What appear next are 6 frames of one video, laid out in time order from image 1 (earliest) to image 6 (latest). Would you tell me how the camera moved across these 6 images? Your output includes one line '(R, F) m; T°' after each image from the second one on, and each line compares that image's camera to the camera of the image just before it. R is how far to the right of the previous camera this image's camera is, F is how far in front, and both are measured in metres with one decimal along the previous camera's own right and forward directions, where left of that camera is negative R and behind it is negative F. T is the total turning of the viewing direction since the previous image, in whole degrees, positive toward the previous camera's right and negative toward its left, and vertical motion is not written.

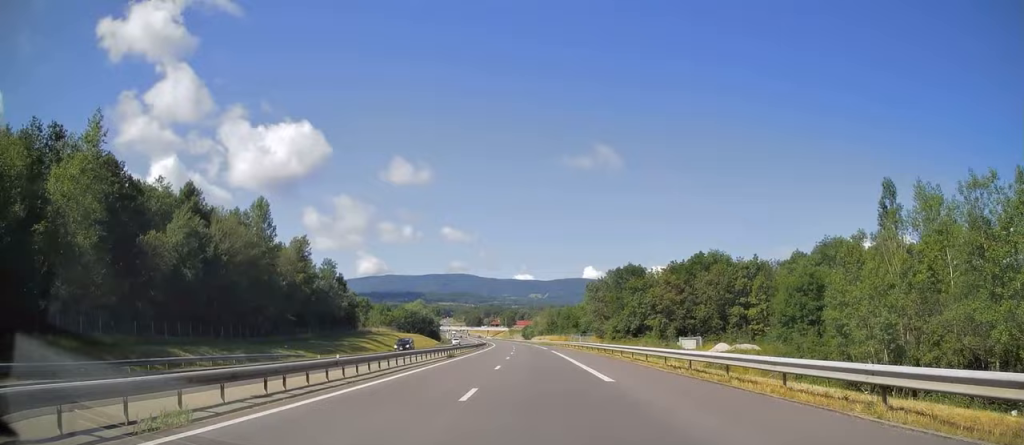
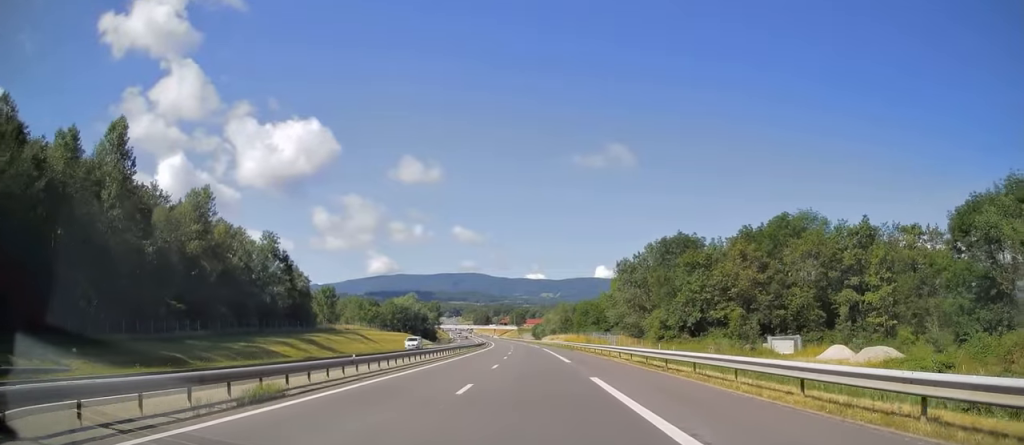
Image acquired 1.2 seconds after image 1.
(-0.7, +37.3) m; -2°
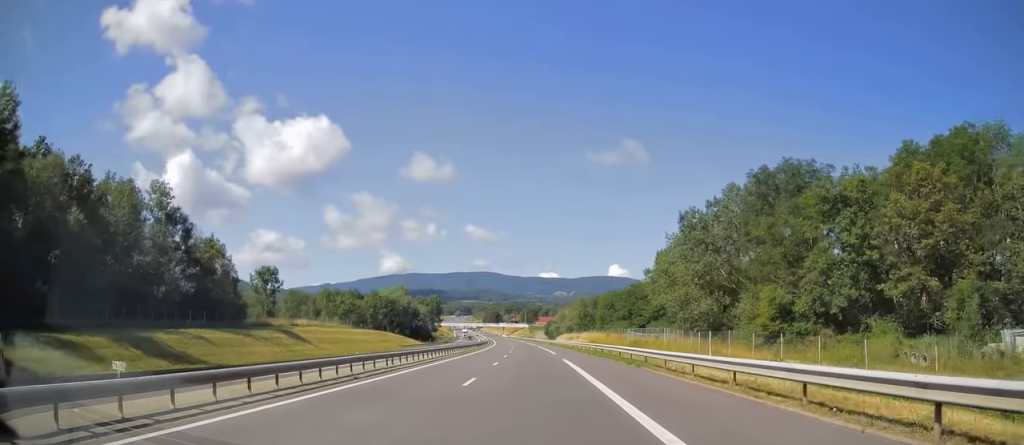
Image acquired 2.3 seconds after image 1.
(-0.2, +36.7) m; -1°
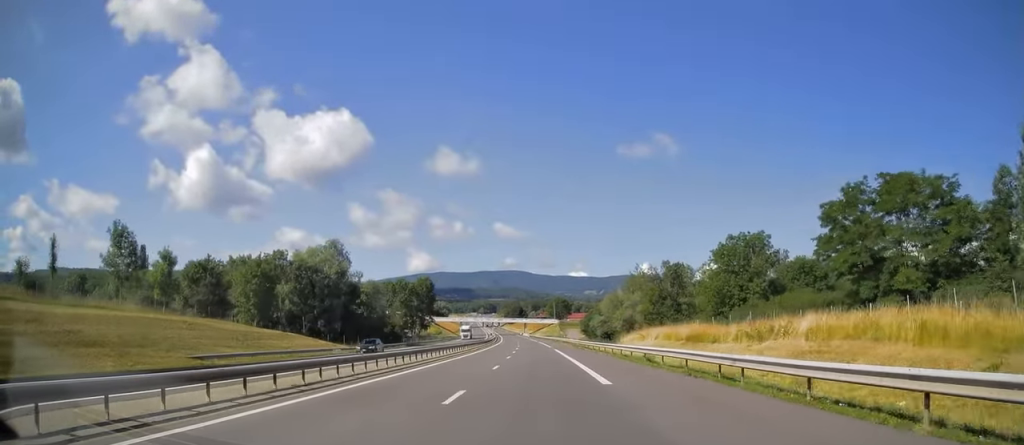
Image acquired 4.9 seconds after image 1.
(-2.5, +83.2) m; -3°
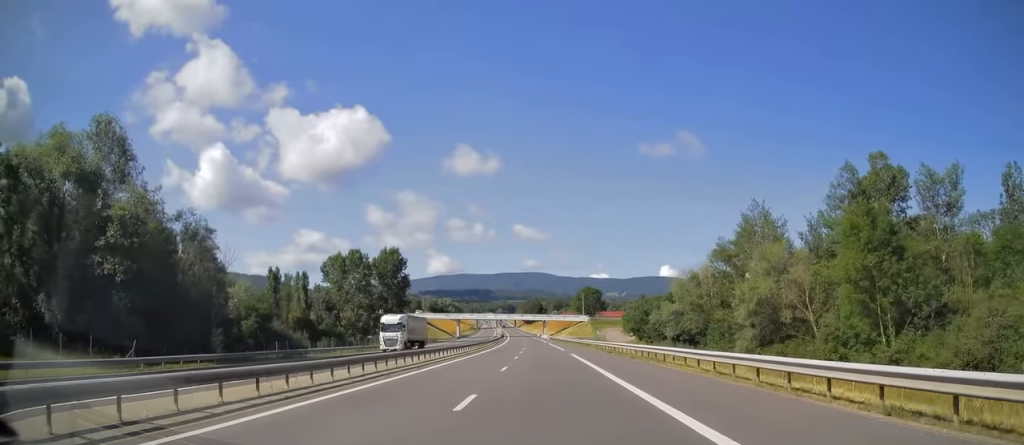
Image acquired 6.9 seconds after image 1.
(-0.9, +66.4) m; -2°
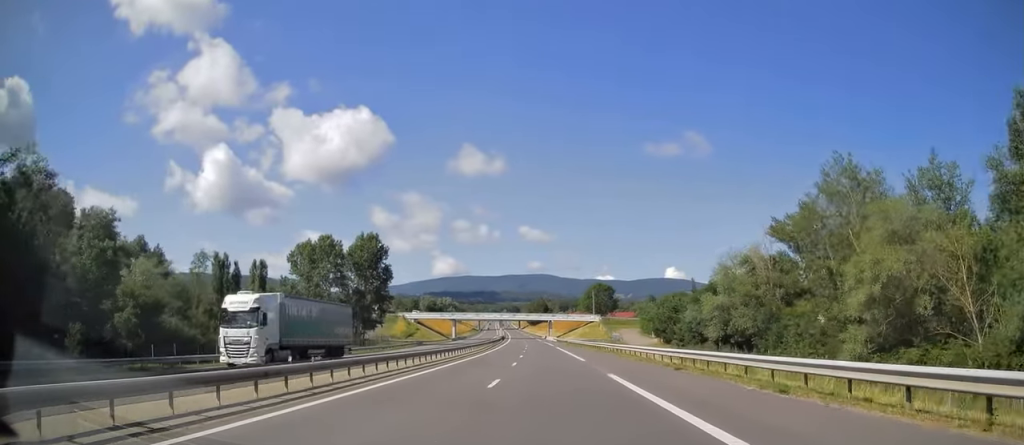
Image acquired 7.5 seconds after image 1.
(-0.2, +20.5) m; -1°
